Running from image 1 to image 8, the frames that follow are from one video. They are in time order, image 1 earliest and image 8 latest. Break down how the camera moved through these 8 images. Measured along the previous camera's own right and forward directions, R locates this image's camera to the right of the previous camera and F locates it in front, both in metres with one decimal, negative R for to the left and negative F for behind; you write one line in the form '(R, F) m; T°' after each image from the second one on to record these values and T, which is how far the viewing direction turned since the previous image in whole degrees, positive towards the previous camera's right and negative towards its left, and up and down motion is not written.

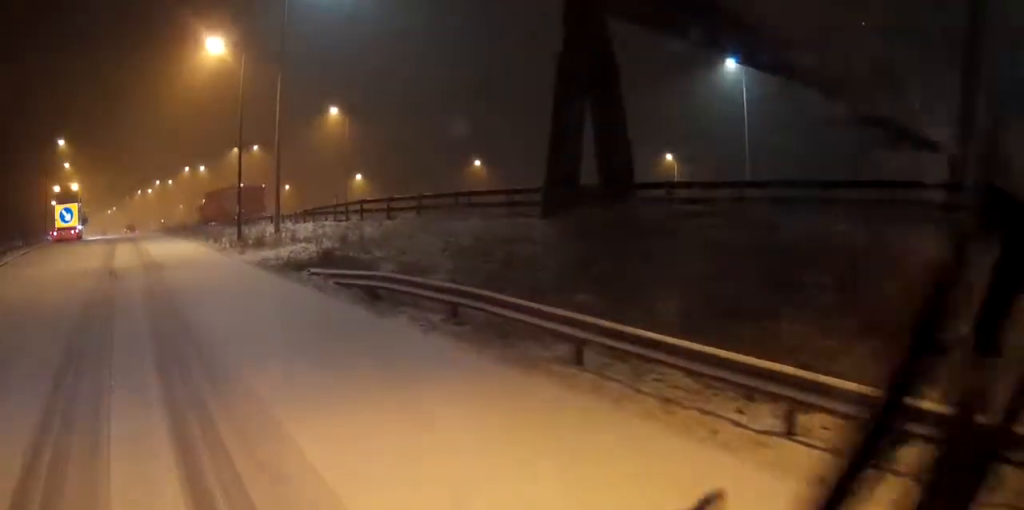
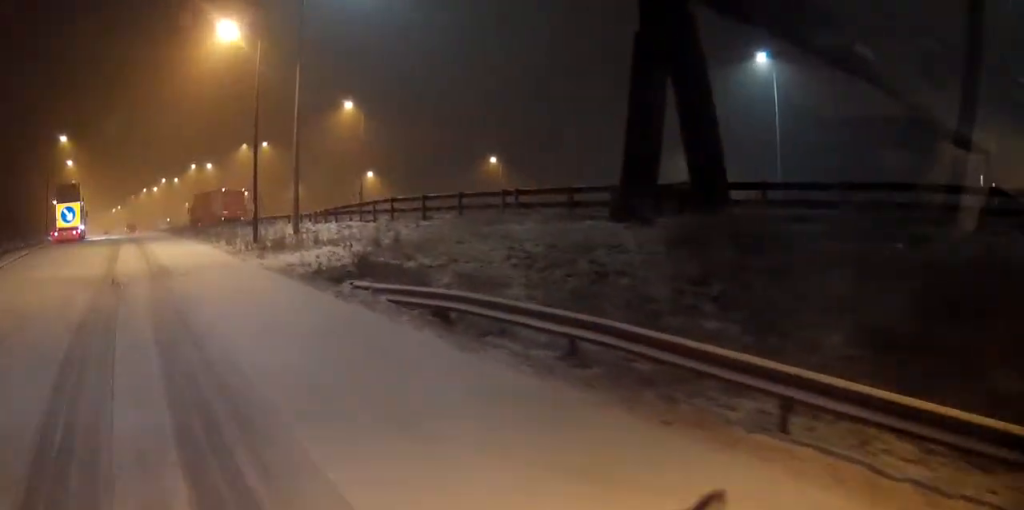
(0.0, +3.1) m; -1°
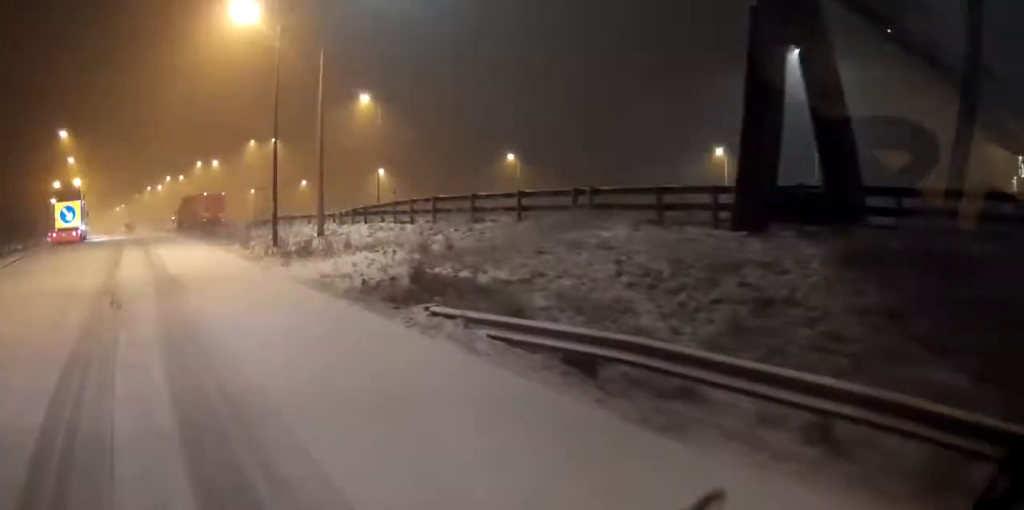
(0.0, +3.7) m; -1°
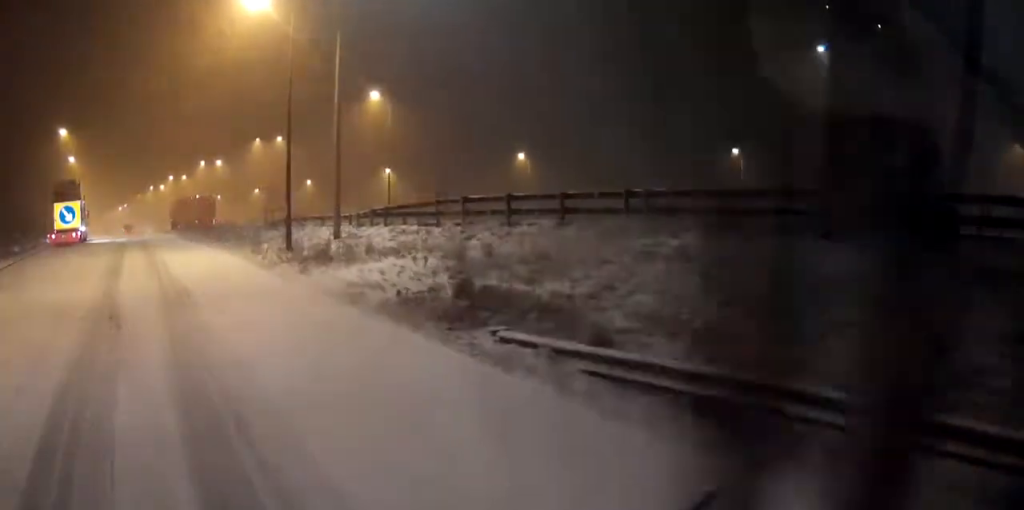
(0.0, +2.2) m; -1°
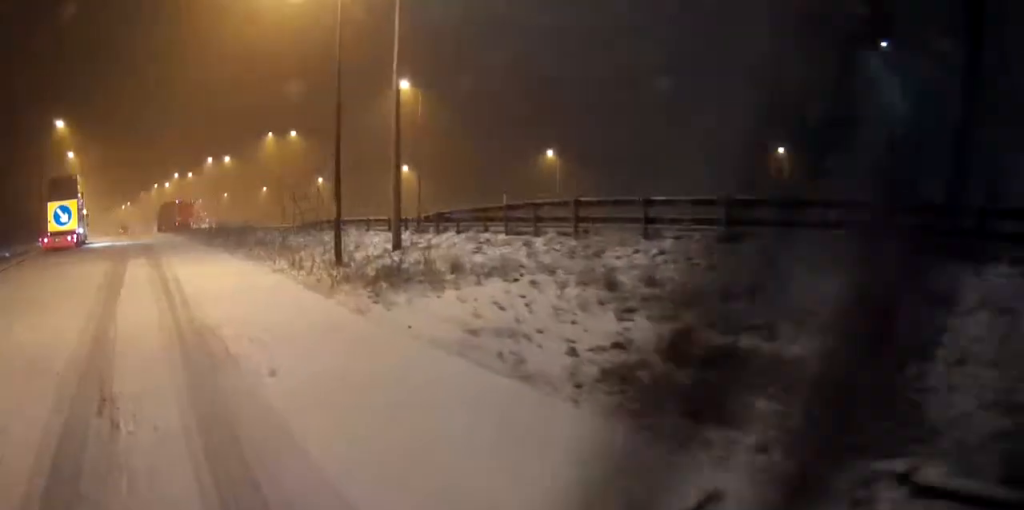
(-0.1, +6.1) m; -1°
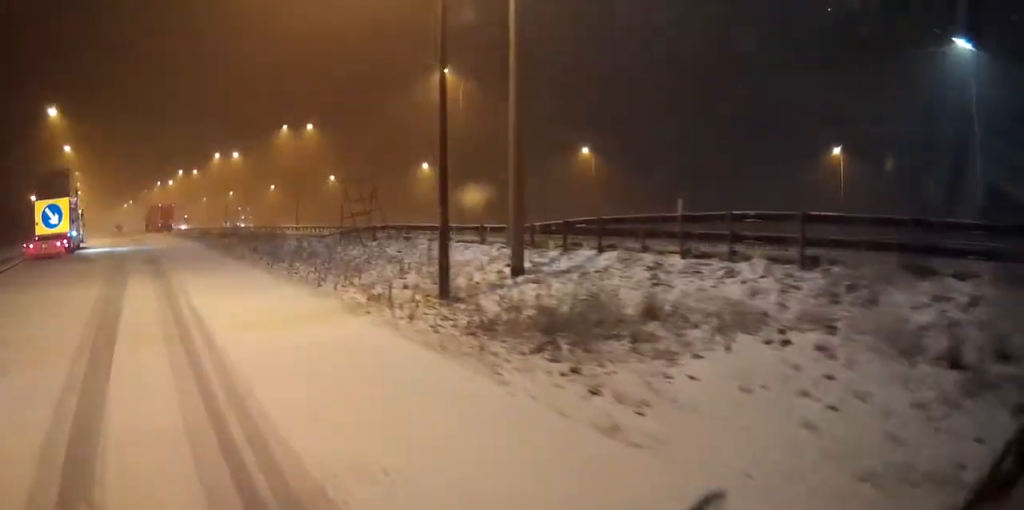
(-0.1, +6.8) m; 0°
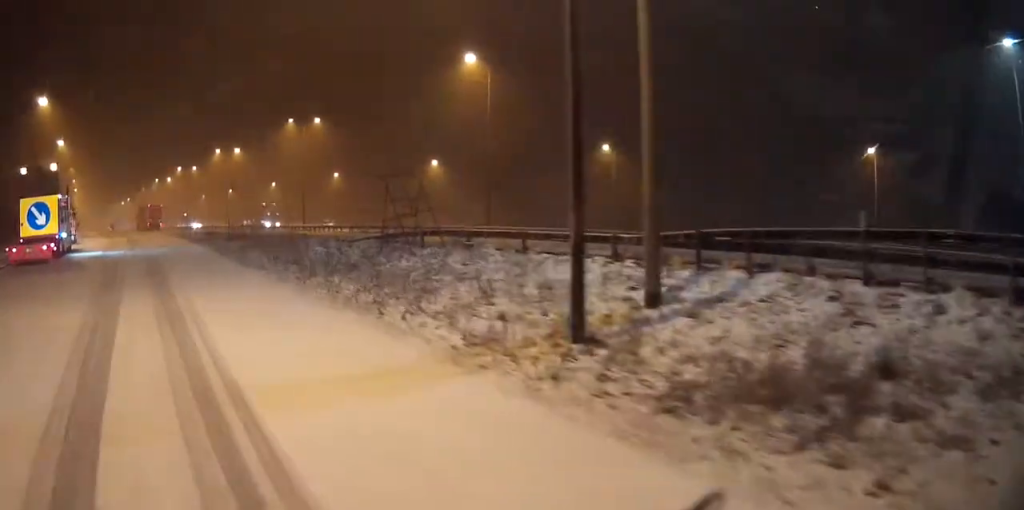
(+0.1, +4.4) m; 0°
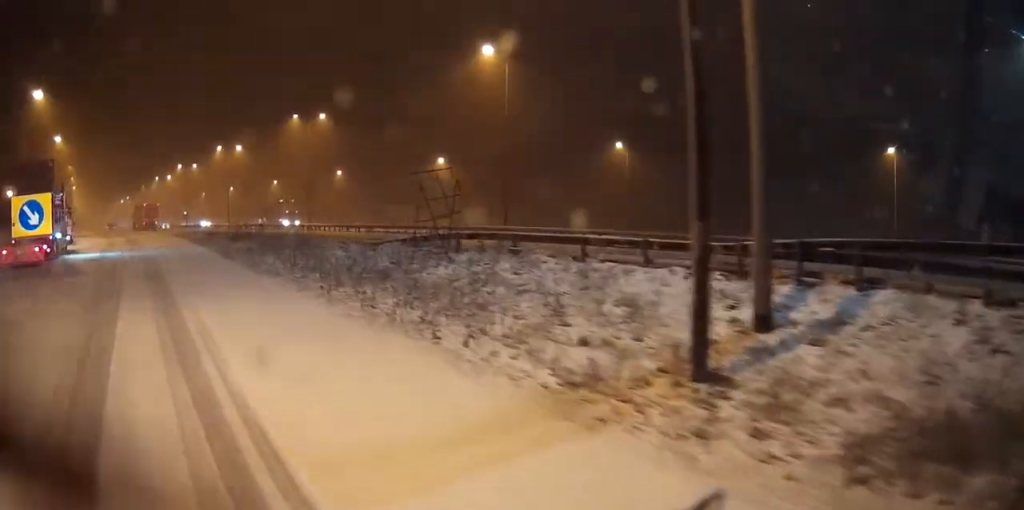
(-0.1, +2.4) m; -1°
